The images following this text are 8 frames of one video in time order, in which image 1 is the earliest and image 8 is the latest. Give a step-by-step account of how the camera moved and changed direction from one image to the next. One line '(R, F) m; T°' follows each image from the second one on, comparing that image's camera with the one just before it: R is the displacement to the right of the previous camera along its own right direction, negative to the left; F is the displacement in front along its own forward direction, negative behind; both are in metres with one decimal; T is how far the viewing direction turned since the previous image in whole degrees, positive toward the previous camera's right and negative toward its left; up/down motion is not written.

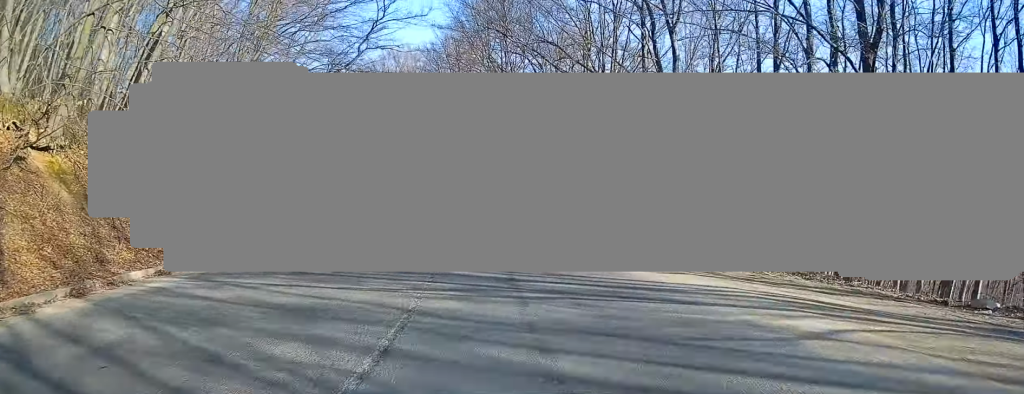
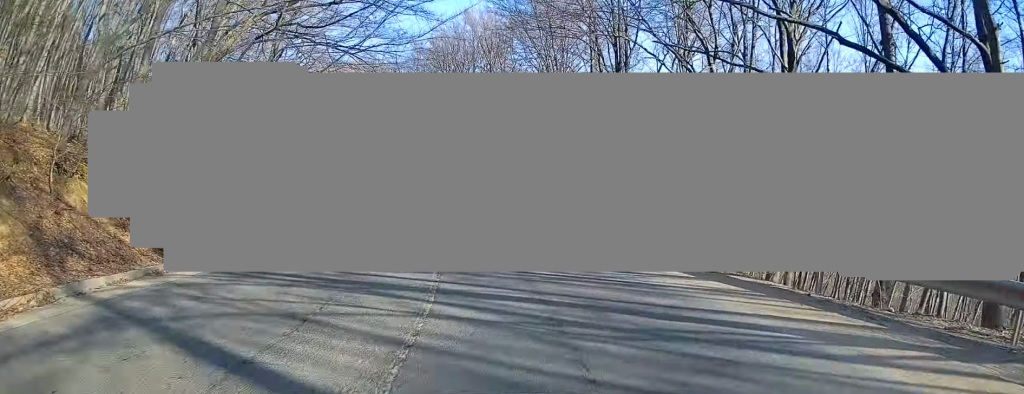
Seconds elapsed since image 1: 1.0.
(-0.8, +13.3) m; -9°
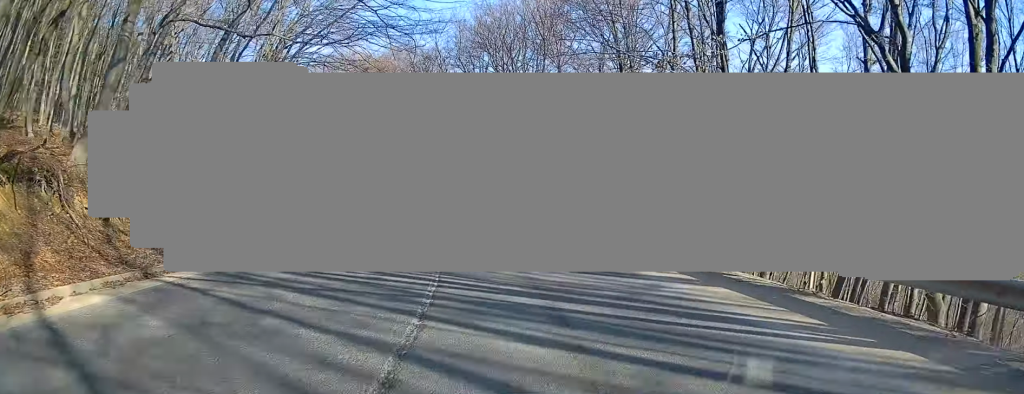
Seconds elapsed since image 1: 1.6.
(-0.3, +7.4) m; -5°
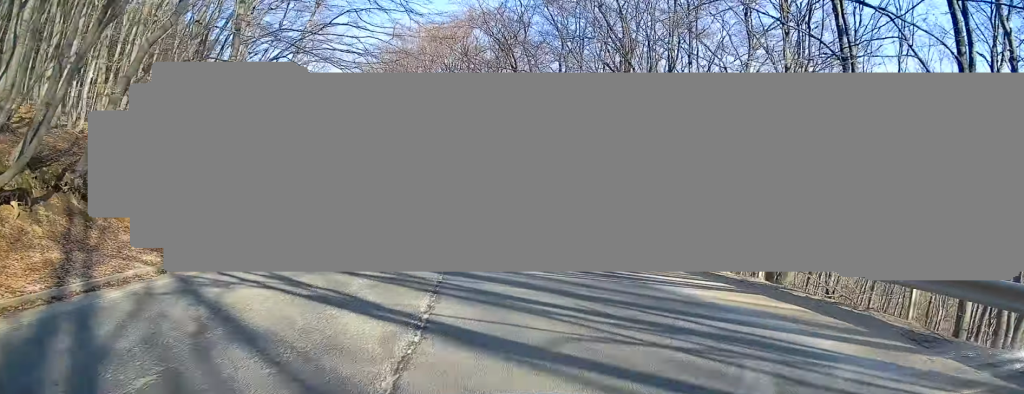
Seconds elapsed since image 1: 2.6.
(-1.3, +13.1) m; -9°
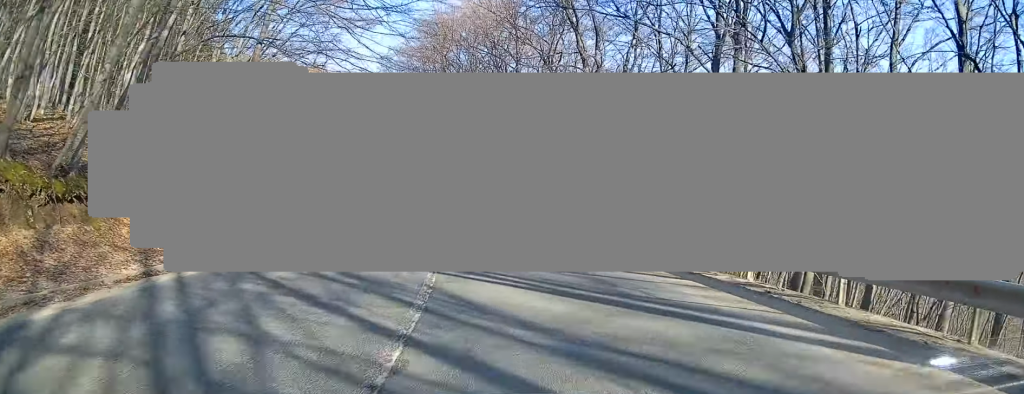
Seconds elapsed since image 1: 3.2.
(-0.3, +9.0) m; -4°
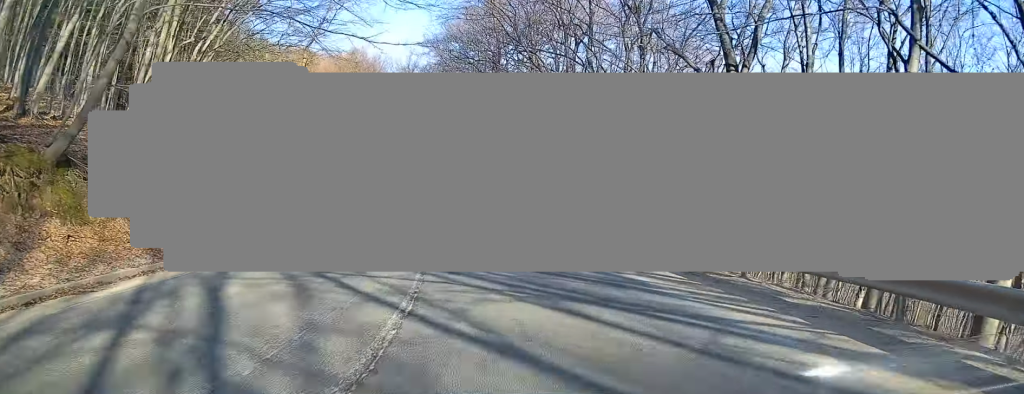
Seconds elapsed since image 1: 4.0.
(-0.4, +10.7) m; -6°
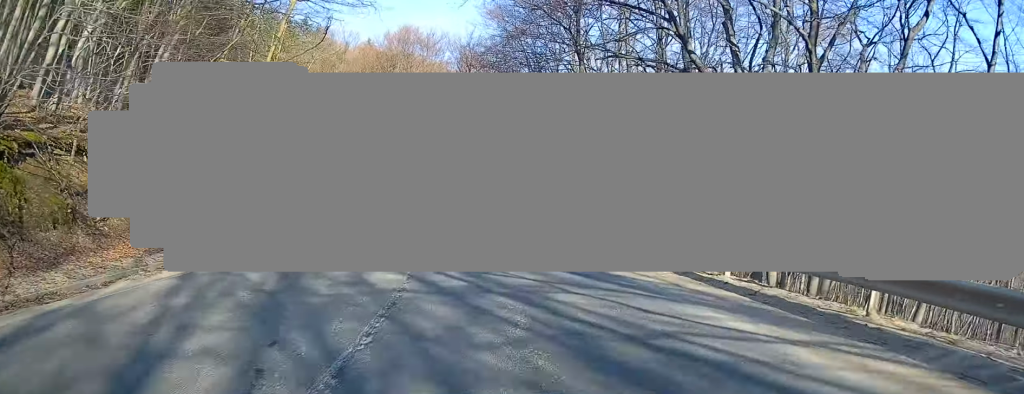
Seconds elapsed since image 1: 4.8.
(-0.8, +11.2) m; -7°
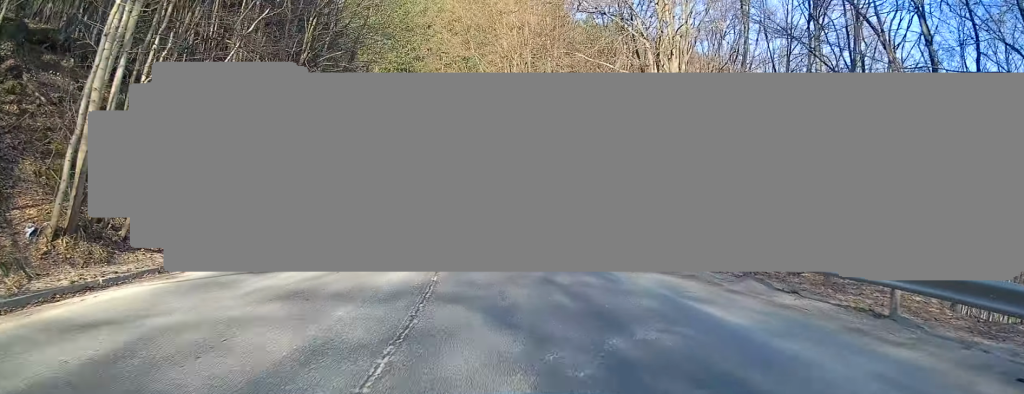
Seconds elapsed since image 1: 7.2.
(-6.3, +33.3) m; -22°
